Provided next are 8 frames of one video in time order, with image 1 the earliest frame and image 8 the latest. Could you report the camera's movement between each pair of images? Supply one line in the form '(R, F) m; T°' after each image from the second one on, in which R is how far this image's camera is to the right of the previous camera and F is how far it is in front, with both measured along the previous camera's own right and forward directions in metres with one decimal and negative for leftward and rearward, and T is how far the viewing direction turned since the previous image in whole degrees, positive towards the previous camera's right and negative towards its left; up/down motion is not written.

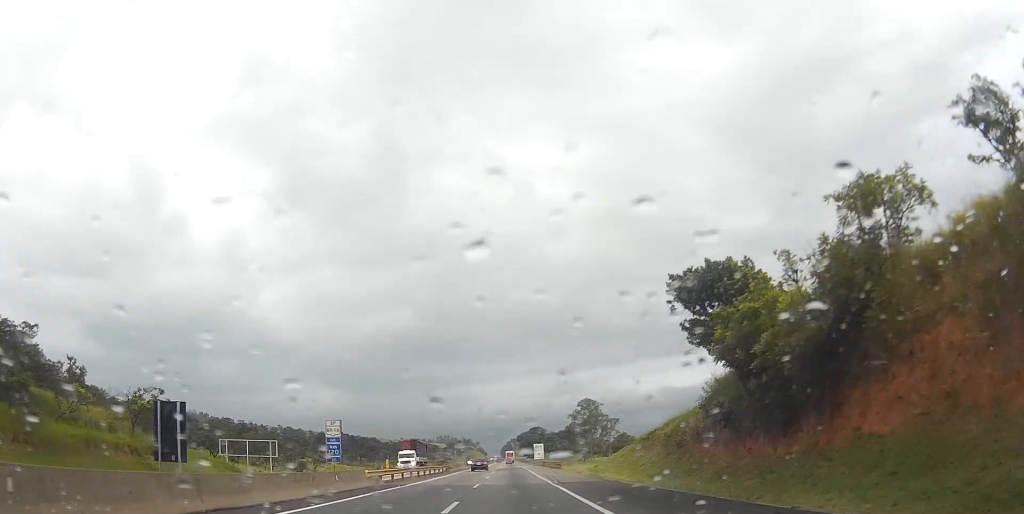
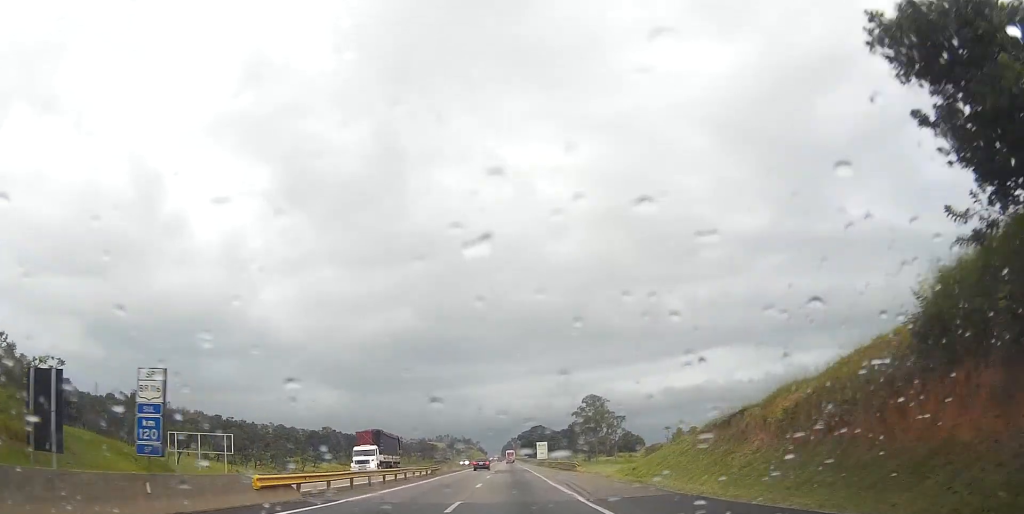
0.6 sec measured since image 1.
(+0.1, +15.2) m; 0°
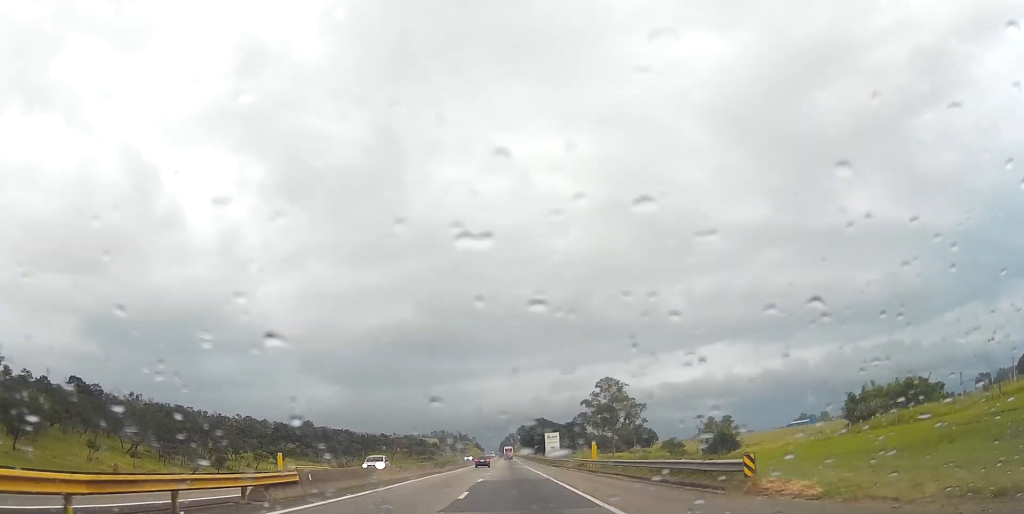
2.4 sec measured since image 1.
(-0.5, +44.8) m; 0°
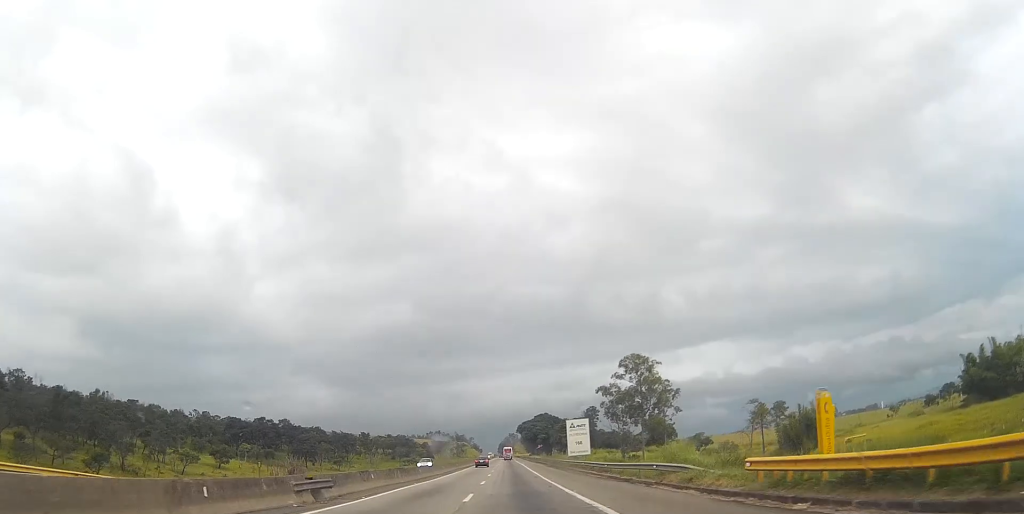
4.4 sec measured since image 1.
(+0.1, +47.6) m; 0°
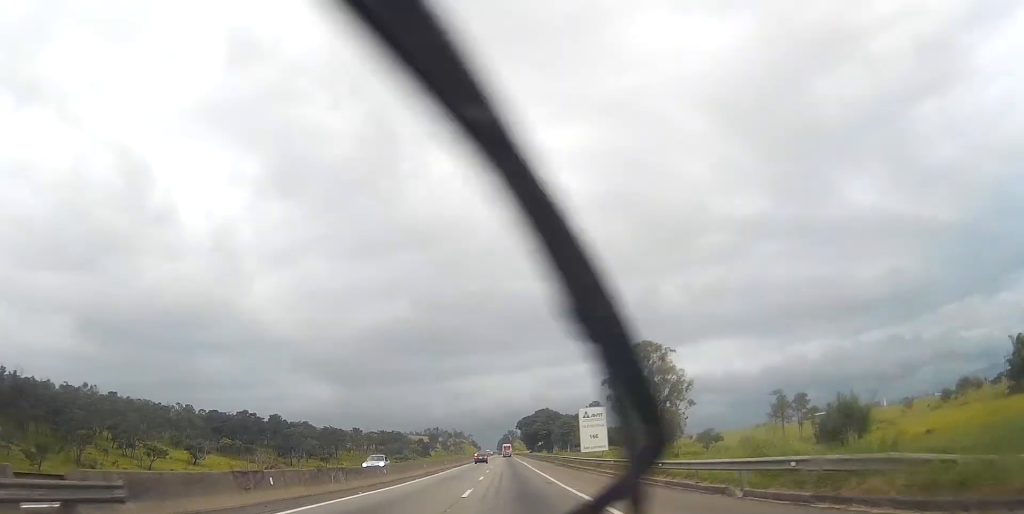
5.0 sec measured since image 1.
(0.0, +15.1) m; 0°
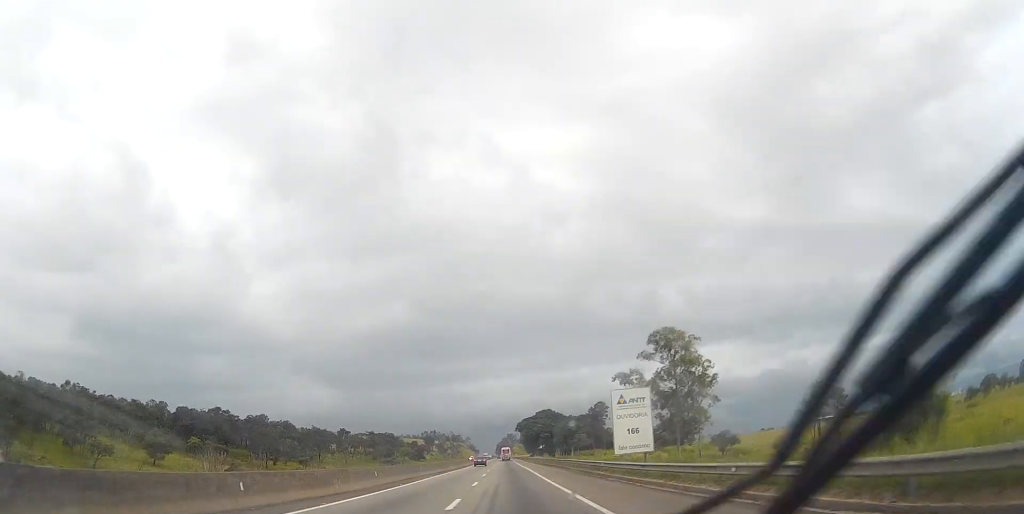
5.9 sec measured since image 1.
(+0.1, +21.2) m; 0°
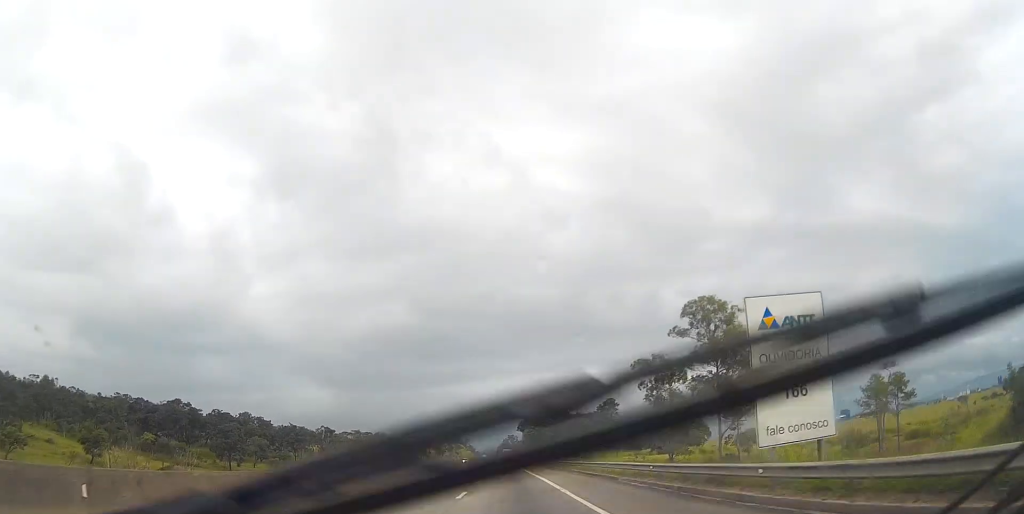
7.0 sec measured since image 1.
(0.0, +26.0) m; 0°
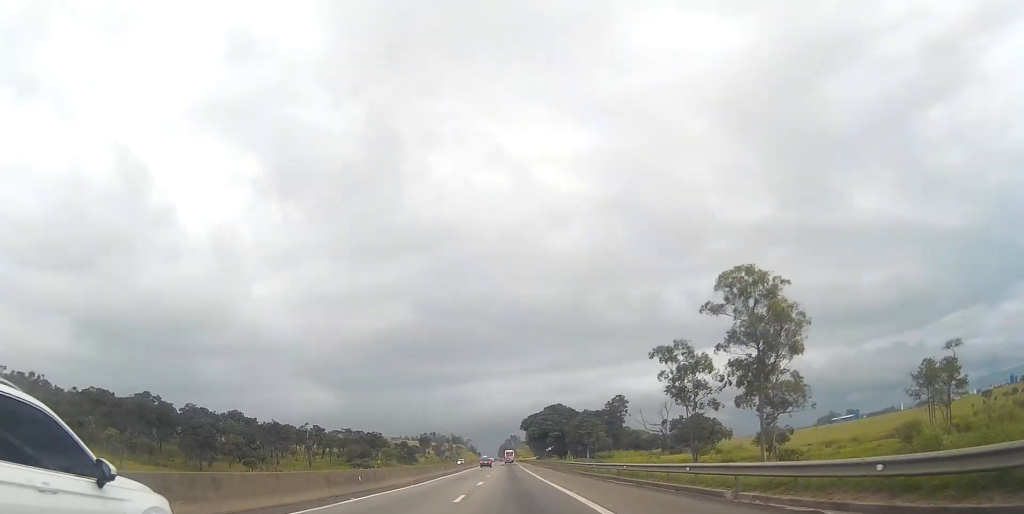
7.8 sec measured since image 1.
(0.0, +17.3) m; 0°
